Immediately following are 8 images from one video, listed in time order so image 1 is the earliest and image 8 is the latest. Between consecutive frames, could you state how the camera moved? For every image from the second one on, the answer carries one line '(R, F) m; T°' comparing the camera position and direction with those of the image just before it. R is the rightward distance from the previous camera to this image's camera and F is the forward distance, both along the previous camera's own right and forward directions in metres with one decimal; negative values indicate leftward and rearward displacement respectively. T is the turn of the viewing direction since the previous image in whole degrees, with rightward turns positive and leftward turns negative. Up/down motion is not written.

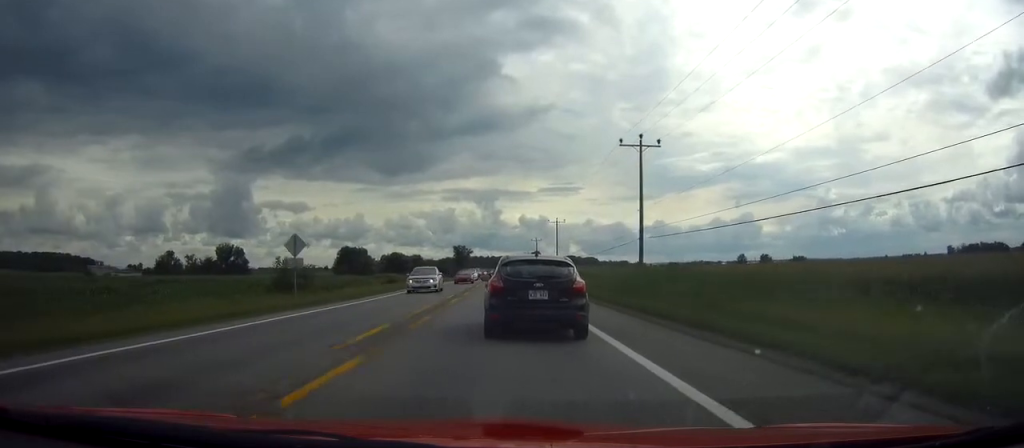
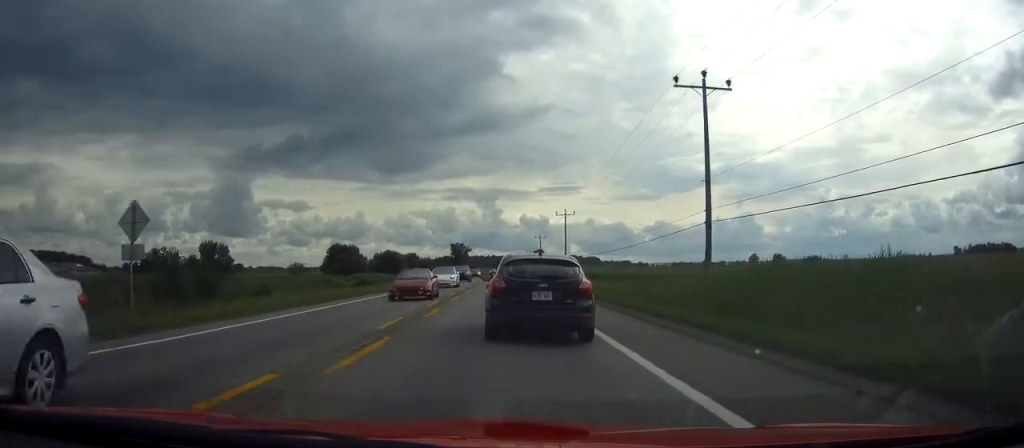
(-0.1, +15.9) m; 0°
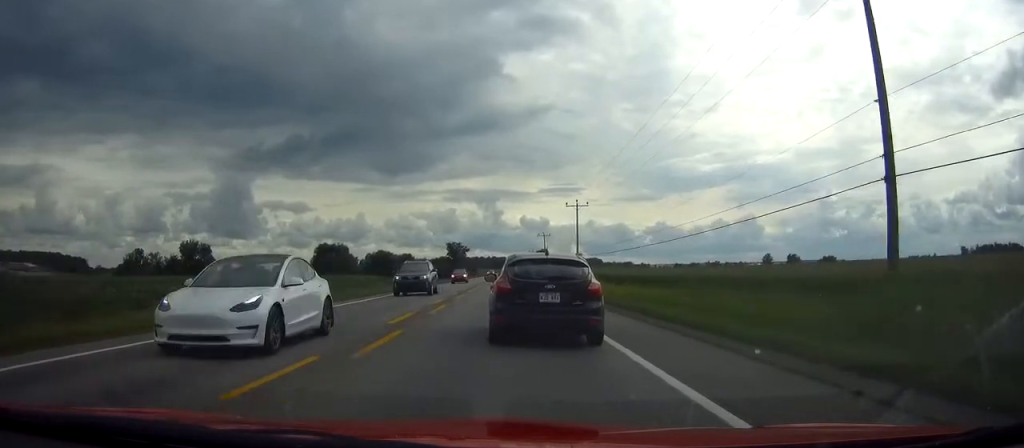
(-0.1, +16.3) m; 0°
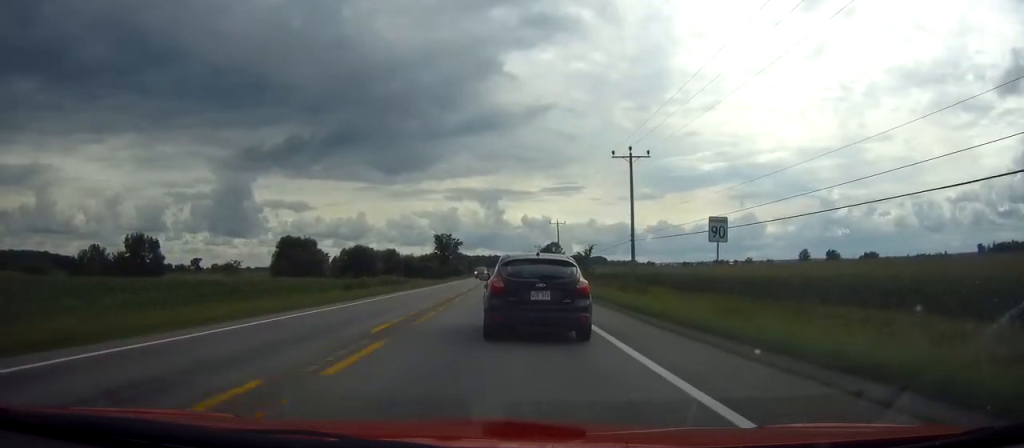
(+0.1, +38.6) m; 0°
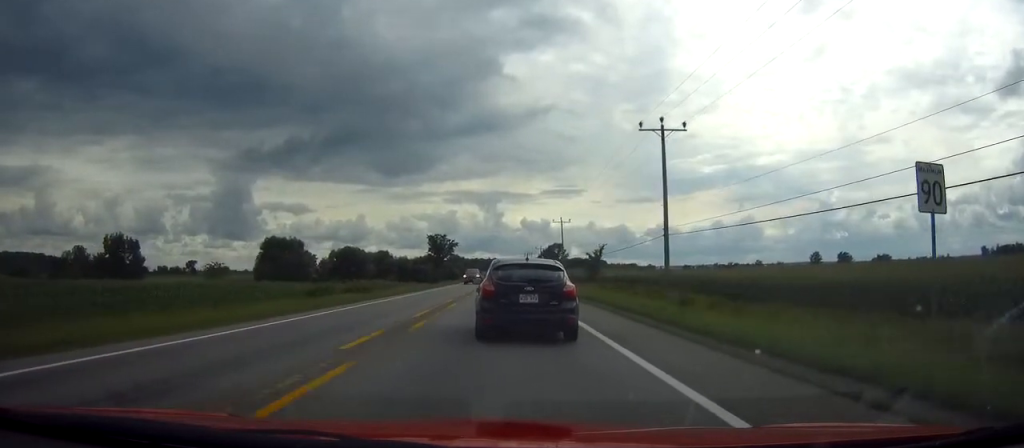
(0.0, +11.5) m; 0°
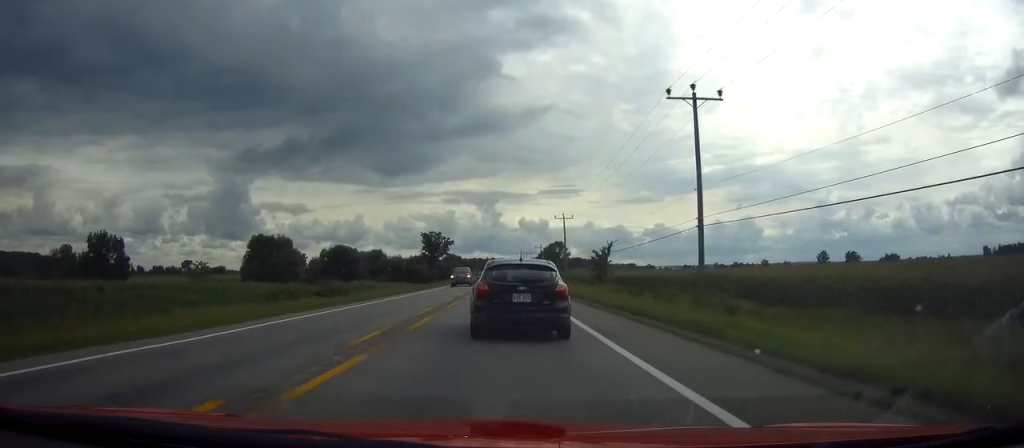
(0.0, +7.8) m; 0°
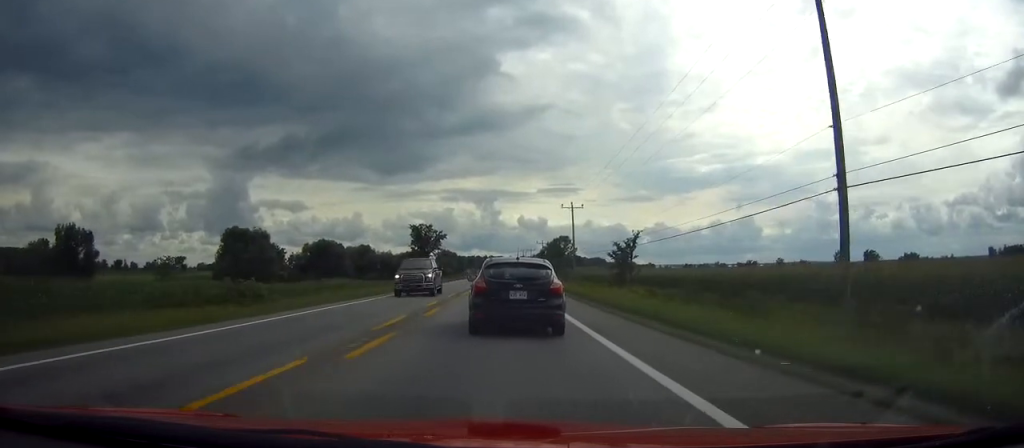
(+0.1, +15.0) m; 0°
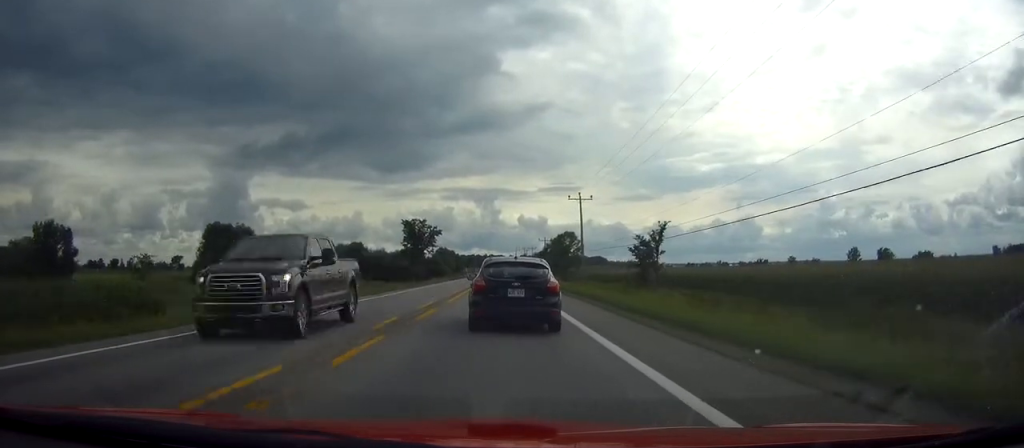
(-0.1, +10.0) m; 0°
